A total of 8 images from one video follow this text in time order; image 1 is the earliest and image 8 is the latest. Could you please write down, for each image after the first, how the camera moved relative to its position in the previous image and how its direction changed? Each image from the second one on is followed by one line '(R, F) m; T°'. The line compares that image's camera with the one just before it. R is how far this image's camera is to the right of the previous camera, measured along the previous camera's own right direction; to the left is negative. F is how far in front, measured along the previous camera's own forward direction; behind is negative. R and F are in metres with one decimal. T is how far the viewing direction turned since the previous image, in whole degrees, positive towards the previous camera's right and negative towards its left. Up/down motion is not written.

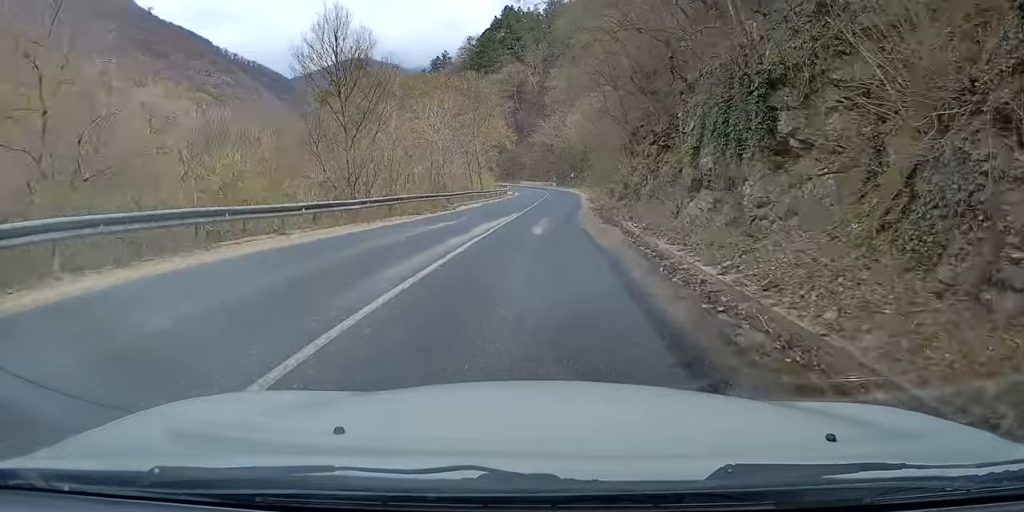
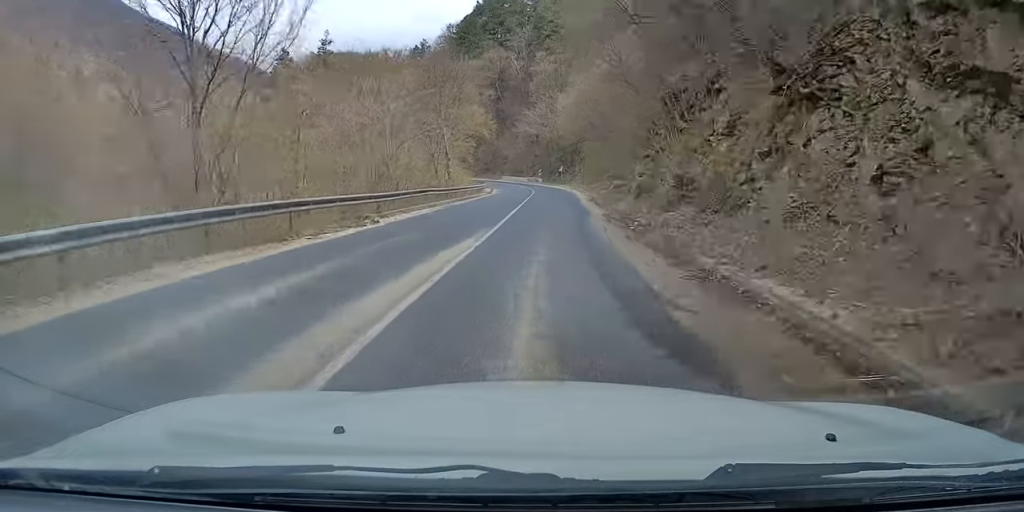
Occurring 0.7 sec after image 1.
(+0.3, +12.9) m; +1°
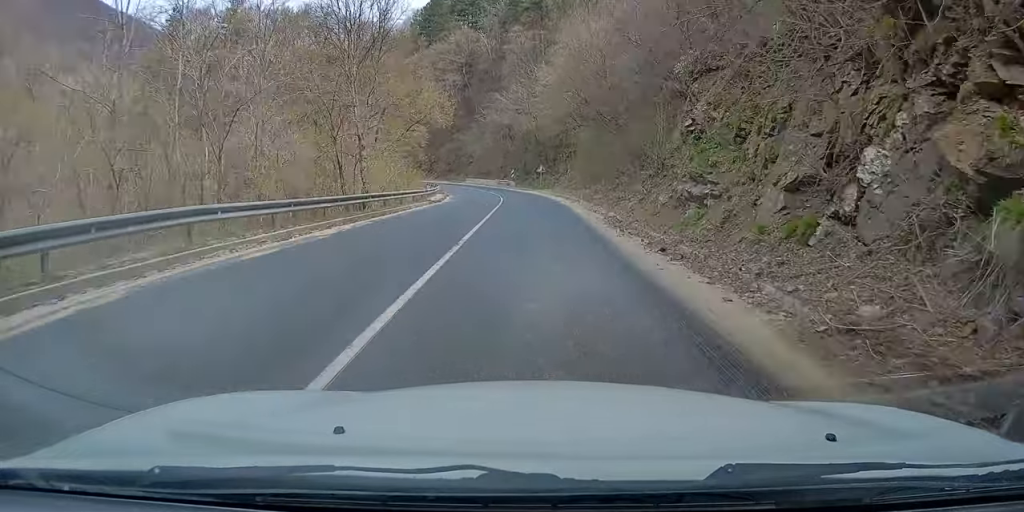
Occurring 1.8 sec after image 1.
(+0.1, +20.6) m; -2°
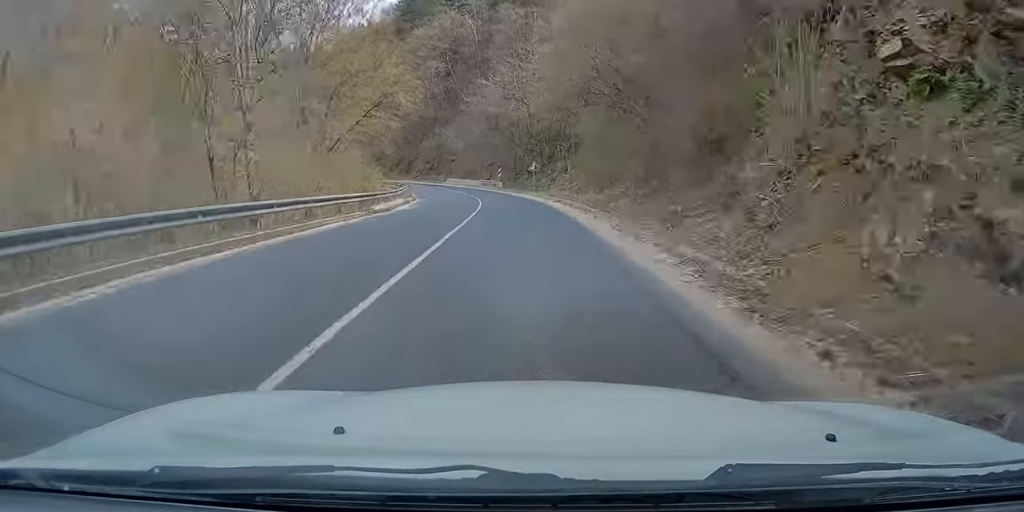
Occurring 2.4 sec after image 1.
(0.0, +13.0) m; -4°
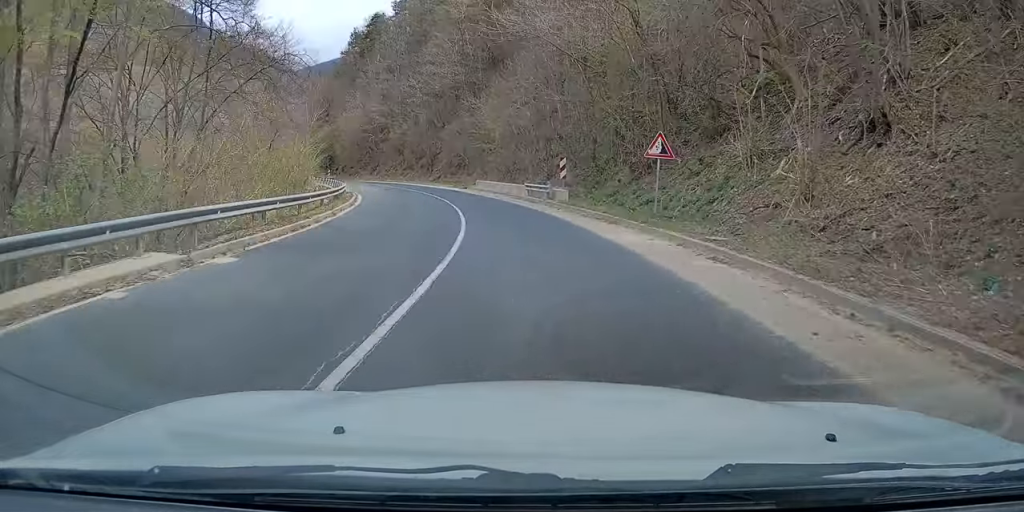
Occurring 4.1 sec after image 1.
(-4.5, +35.7) m; -13°
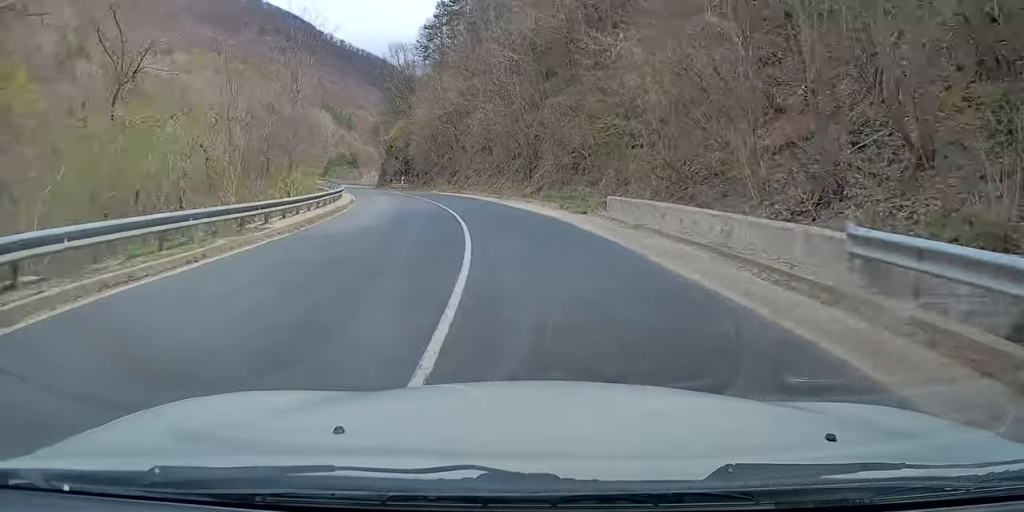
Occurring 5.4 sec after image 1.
(-2.2, +29.0) m; -10°
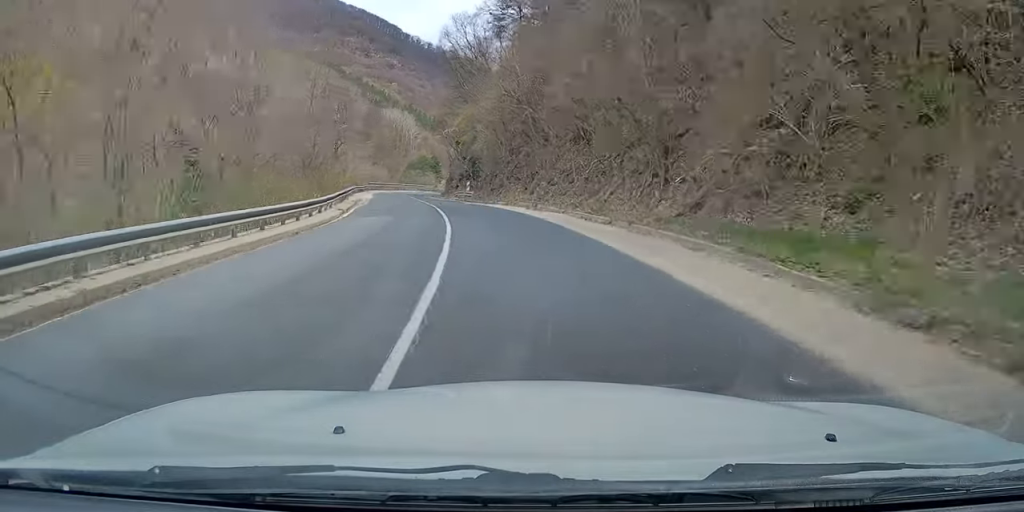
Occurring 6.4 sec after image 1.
(-1.7, +20.7) m; -7°
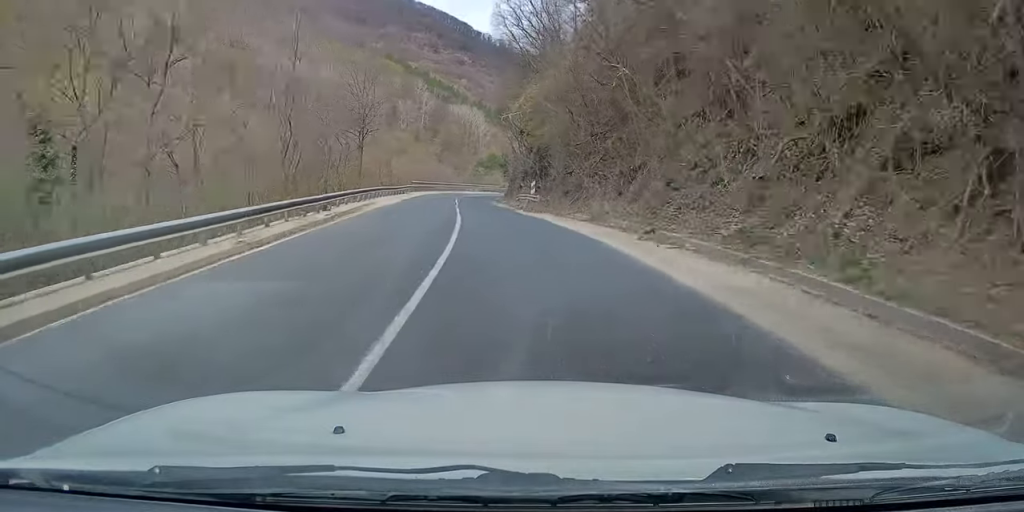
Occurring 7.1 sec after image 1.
(-0.7, +15.5) m; -2°
